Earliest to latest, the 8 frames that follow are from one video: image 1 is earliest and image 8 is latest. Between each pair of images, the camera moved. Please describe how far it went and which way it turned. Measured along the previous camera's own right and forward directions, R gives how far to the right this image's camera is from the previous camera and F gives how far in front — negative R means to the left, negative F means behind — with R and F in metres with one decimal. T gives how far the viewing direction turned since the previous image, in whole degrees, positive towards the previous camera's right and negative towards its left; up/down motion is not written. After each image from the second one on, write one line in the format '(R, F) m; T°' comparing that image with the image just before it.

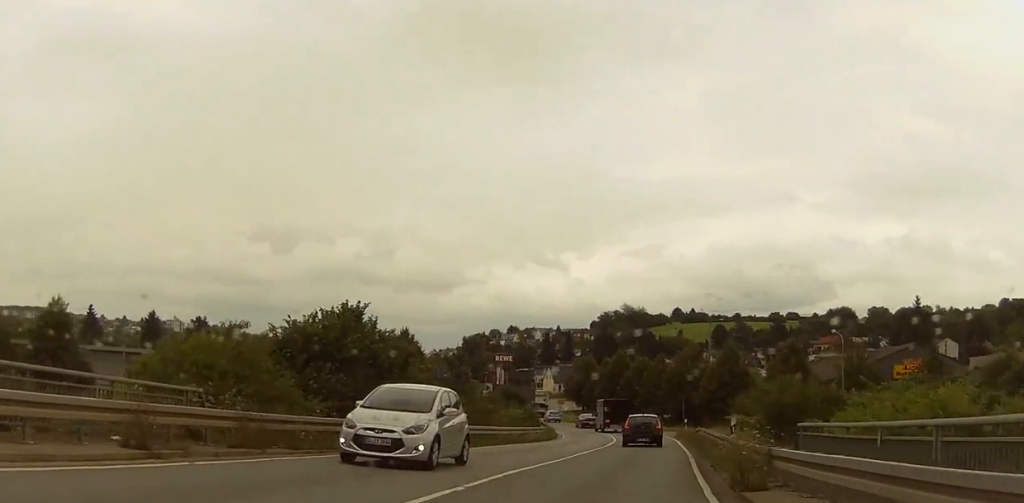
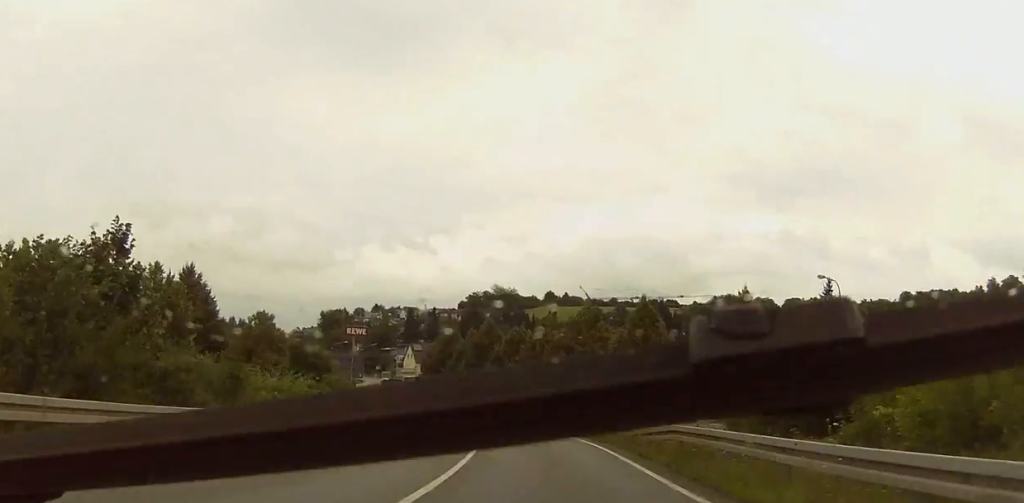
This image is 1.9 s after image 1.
(+2.8, +25.7) m; +10°
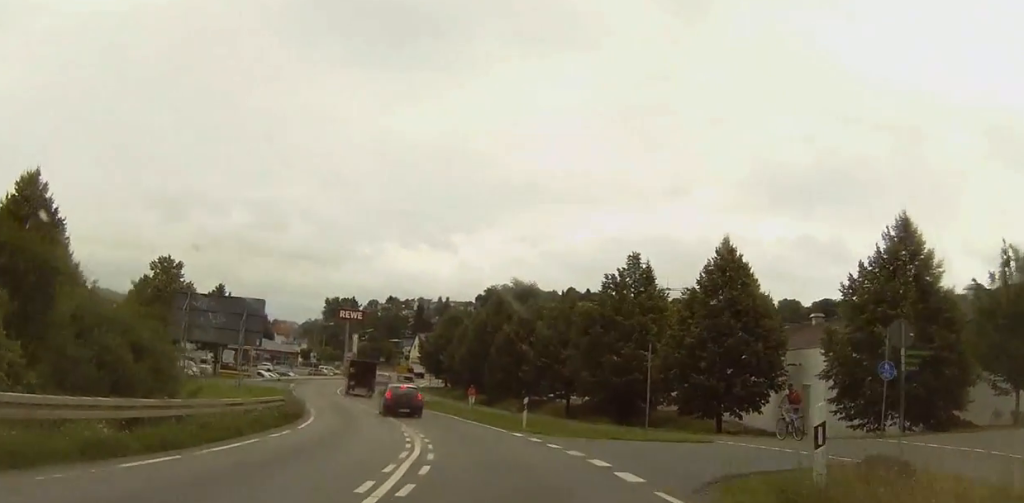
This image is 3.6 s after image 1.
(+1.2, +24.7) m; 0°
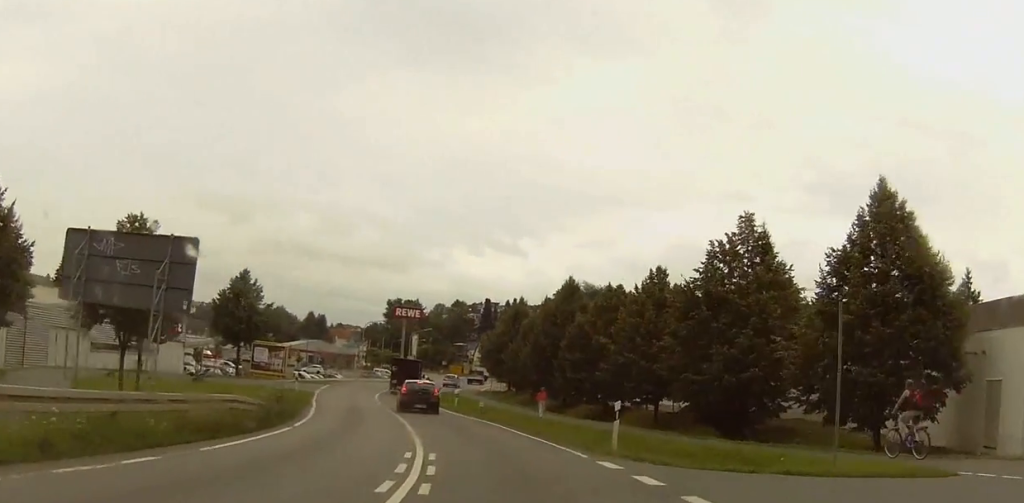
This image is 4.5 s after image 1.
(-0.9, +13.1) m; -4°
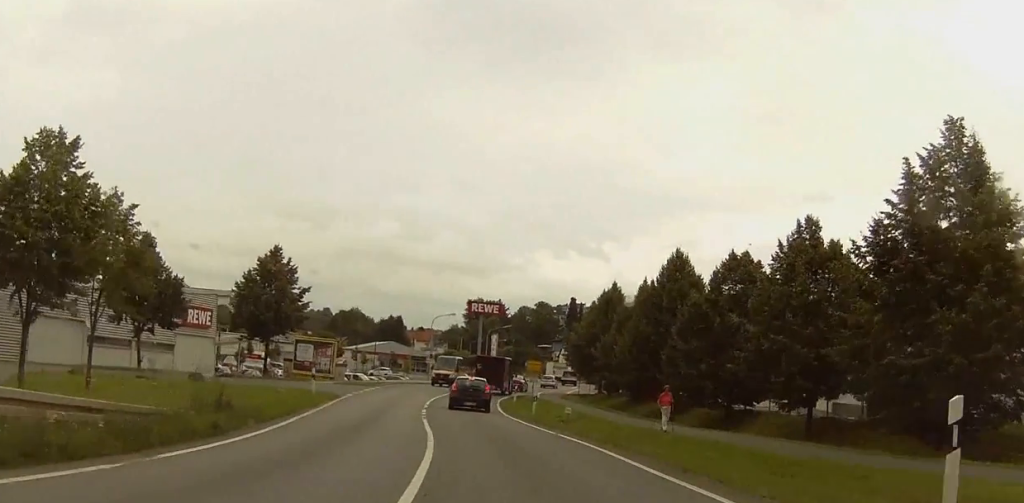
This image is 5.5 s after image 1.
(0.0, +14.7) m; +1°
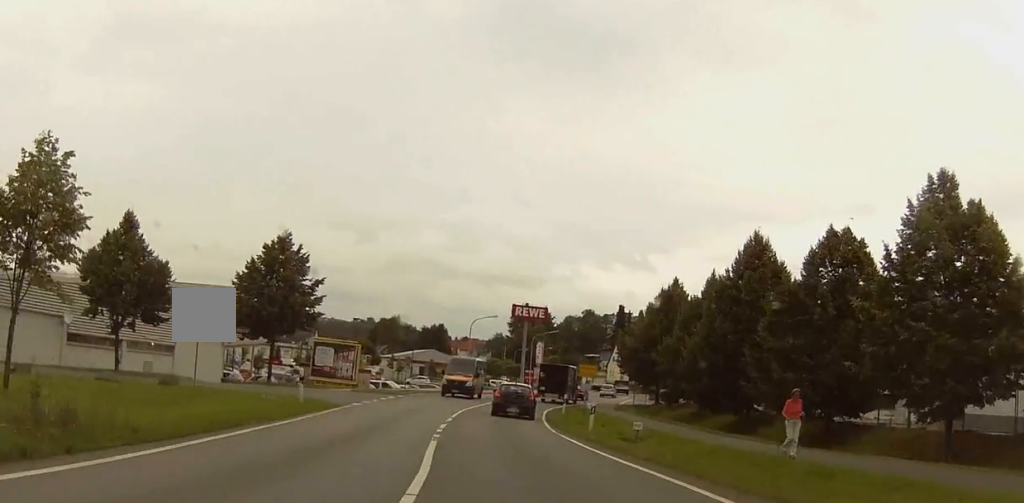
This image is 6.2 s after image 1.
(+0.3, +9.2) m; -2°
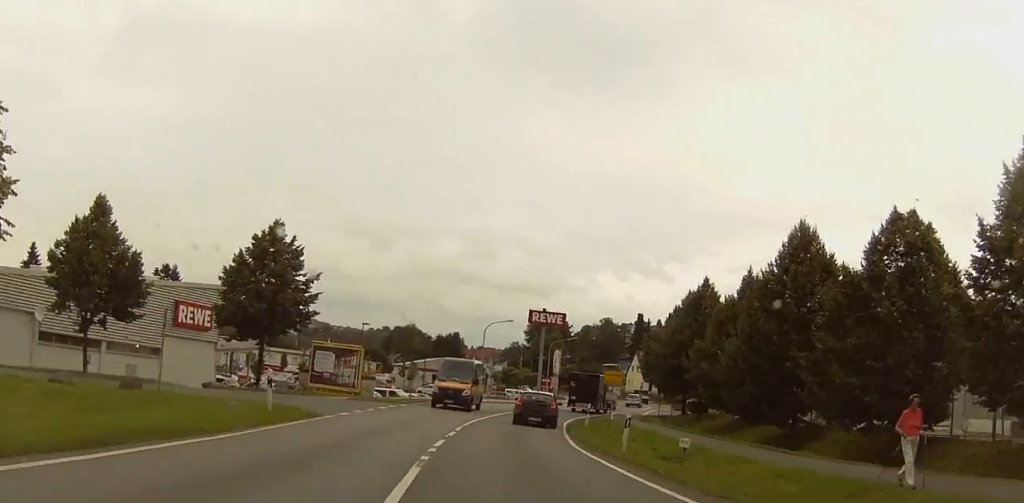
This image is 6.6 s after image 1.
(+0.1, +5.4) m; -1°
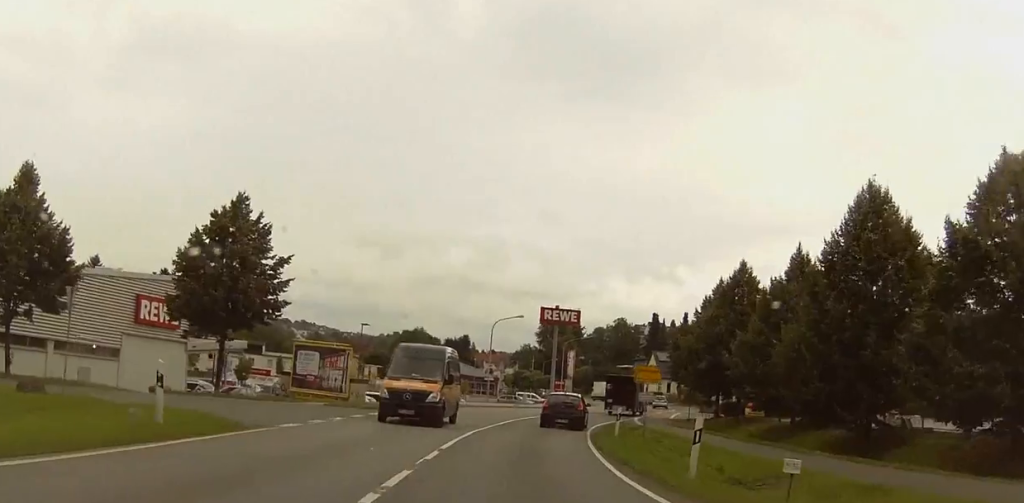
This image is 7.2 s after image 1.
(-0.6, +8.0) m; -2°
